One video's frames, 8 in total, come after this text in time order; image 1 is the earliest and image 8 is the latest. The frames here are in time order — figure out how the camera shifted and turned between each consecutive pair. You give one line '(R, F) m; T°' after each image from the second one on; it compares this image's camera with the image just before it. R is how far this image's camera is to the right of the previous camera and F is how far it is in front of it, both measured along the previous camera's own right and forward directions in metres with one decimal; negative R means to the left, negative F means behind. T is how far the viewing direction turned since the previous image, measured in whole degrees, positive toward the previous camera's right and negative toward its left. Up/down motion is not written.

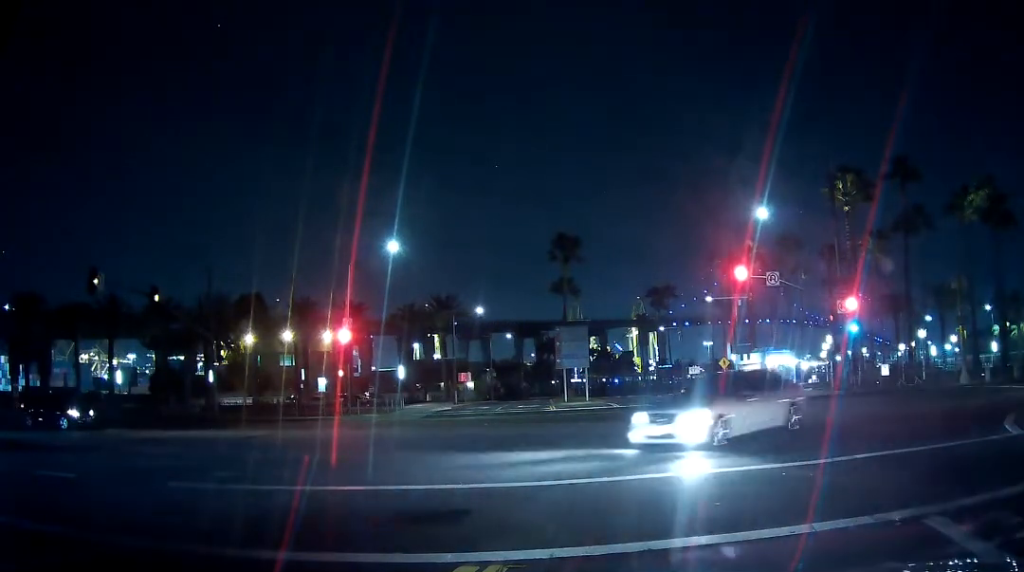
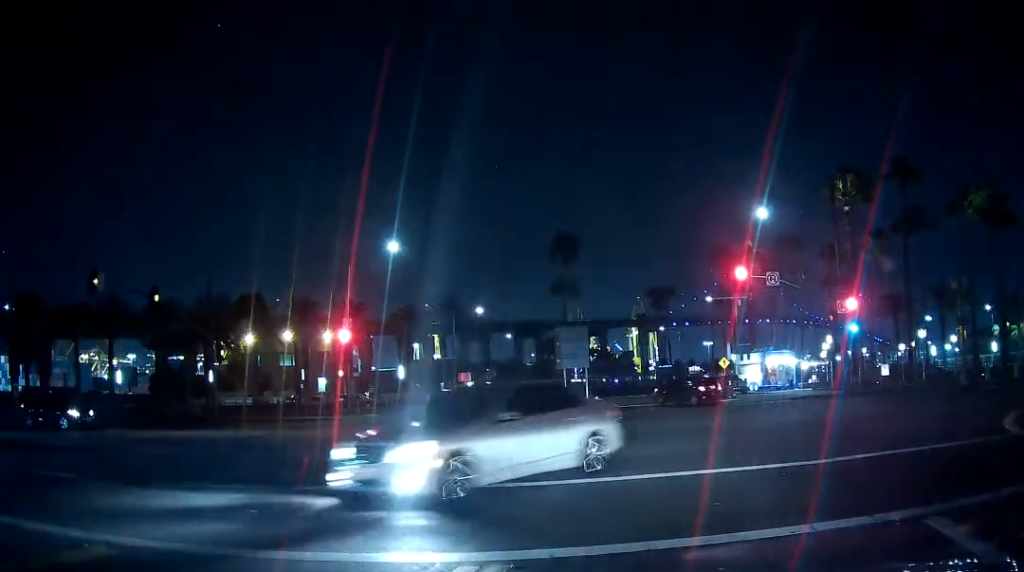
(0.0, 0.0) m; 0°
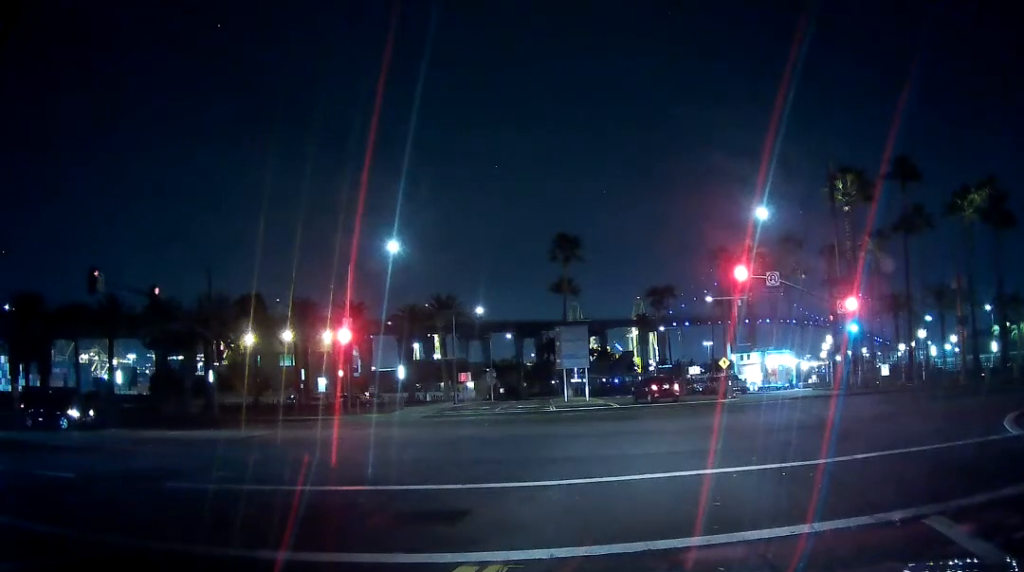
(0.0, 0.0) m; 0°
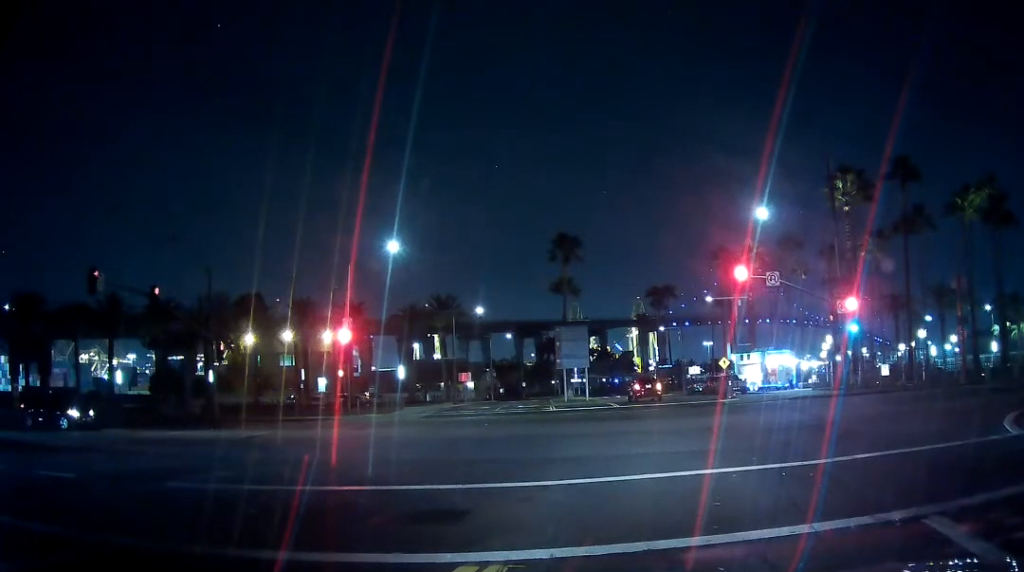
(0.0, 0.0) m; 0°
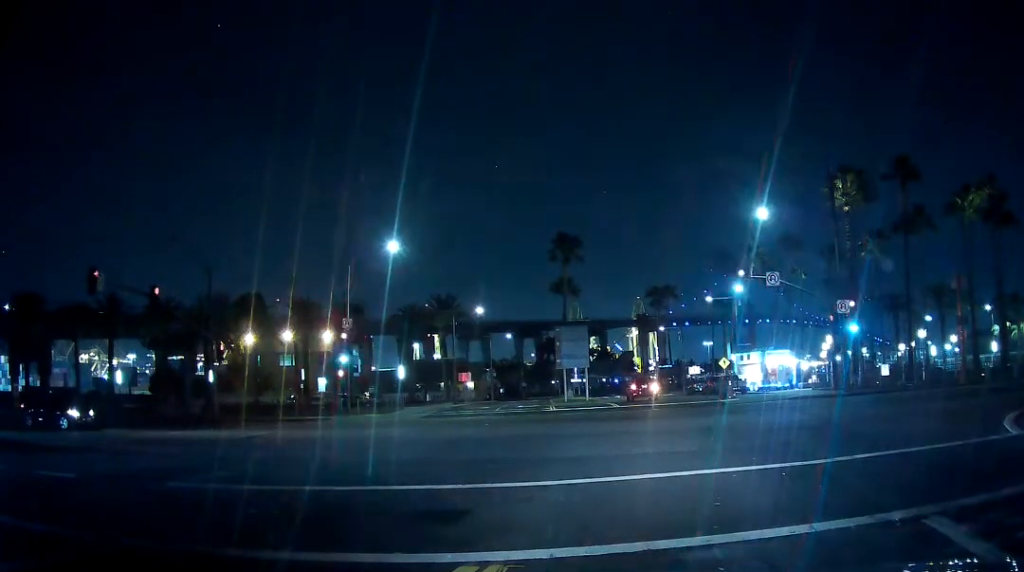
(0.0, 0.0) m; 0°
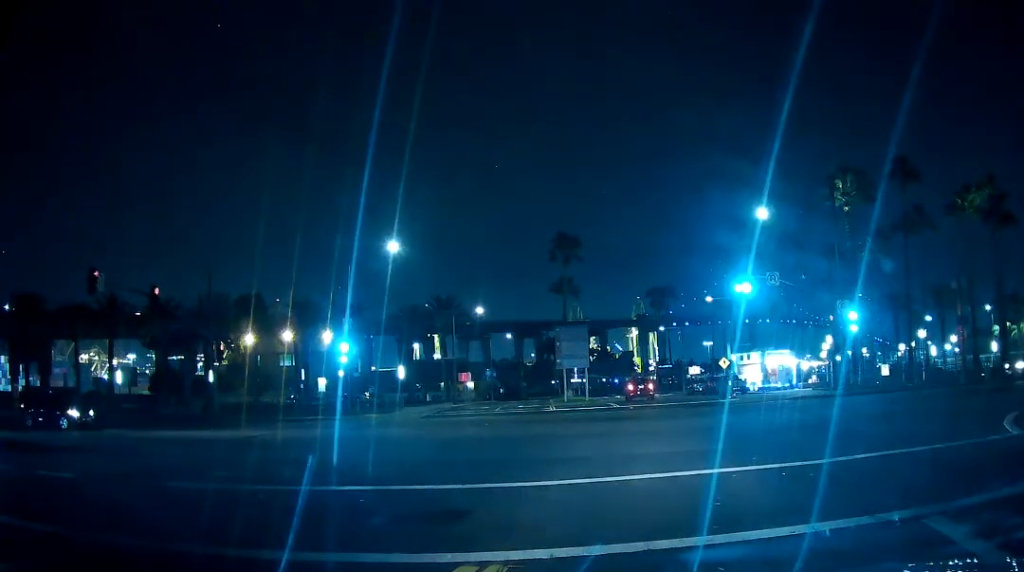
(0.0, 0.0) m; 0°
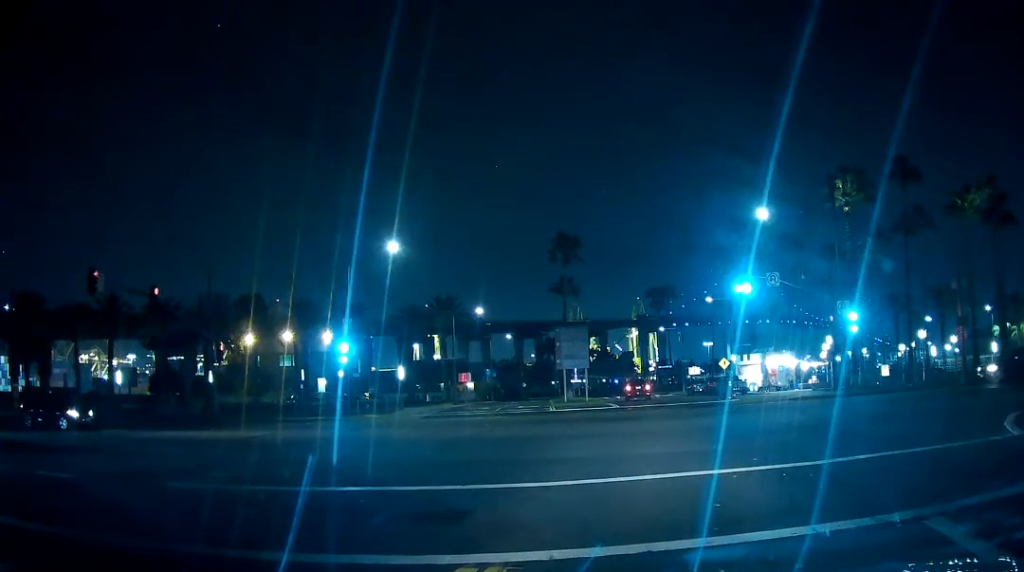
(0.0, 0.0) m; 0°
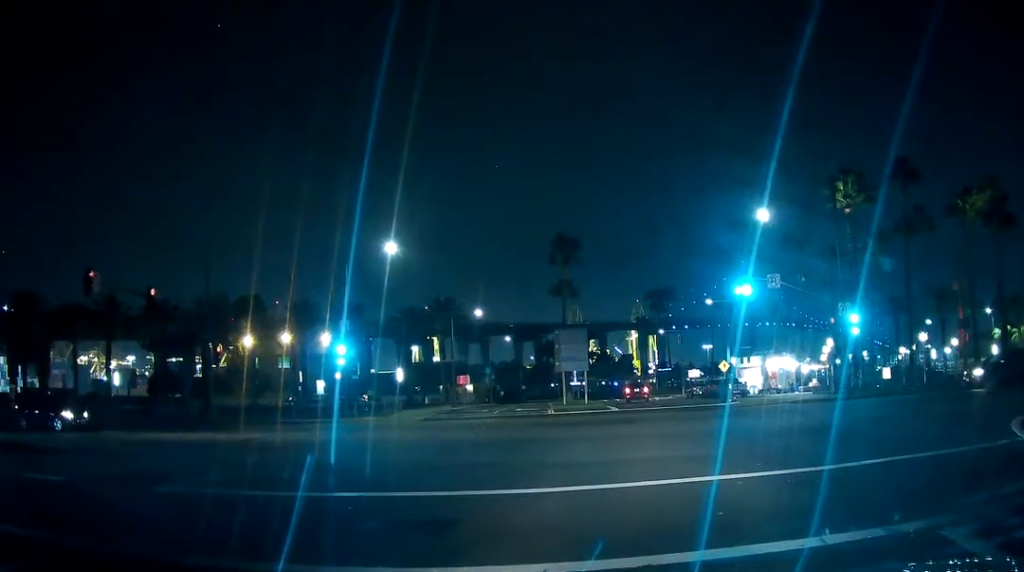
(0.0, 0.0) m; 0°
